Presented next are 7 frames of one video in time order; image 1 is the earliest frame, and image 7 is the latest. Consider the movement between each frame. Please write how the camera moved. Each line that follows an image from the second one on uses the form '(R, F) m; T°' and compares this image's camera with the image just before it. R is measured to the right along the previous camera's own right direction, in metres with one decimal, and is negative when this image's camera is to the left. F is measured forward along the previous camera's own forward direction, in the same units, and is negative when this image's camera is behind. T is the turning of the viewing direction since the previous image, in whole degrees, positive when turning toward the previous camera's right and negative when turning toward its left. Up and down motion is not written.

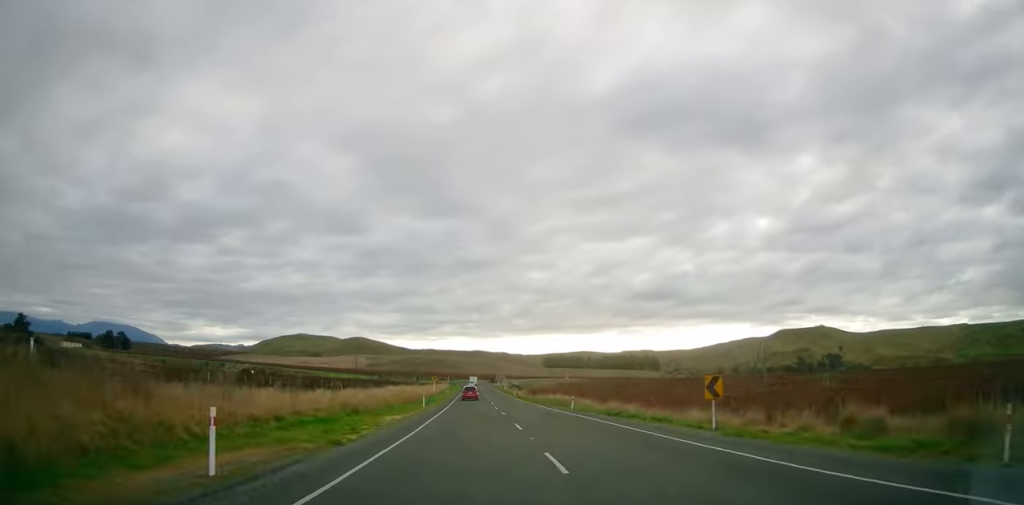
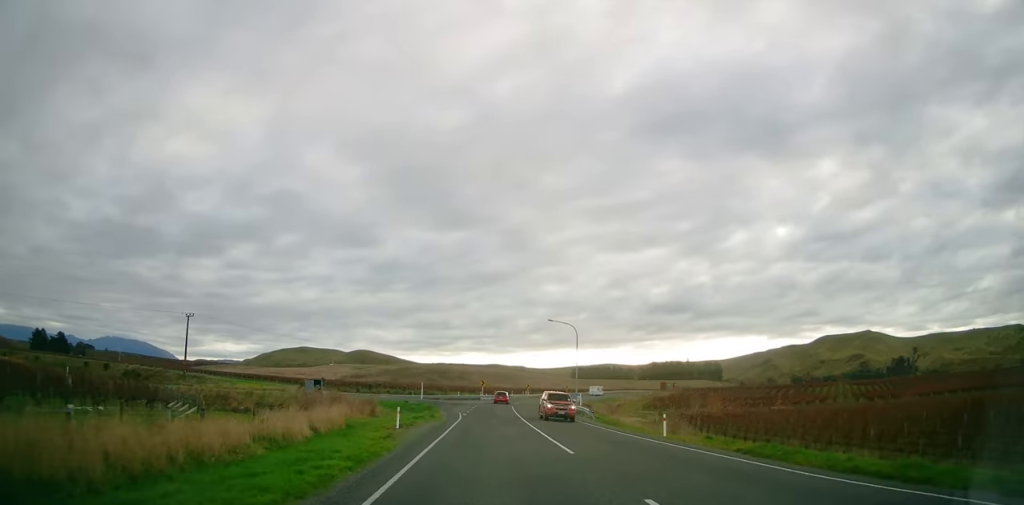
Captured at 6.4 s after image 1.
(-6.0, +135.5) m; +2°
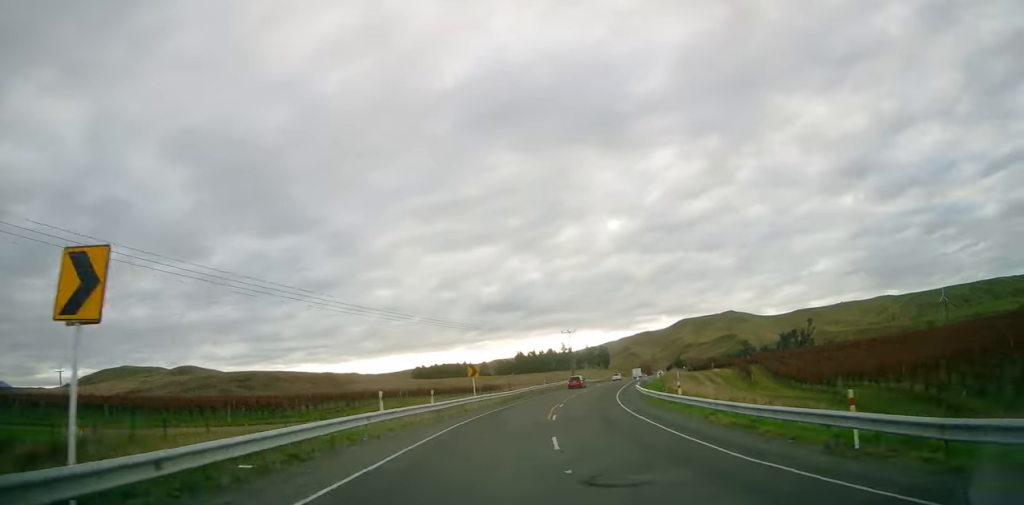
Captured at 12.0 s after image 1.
(+14.3, +114.1) m; +19°
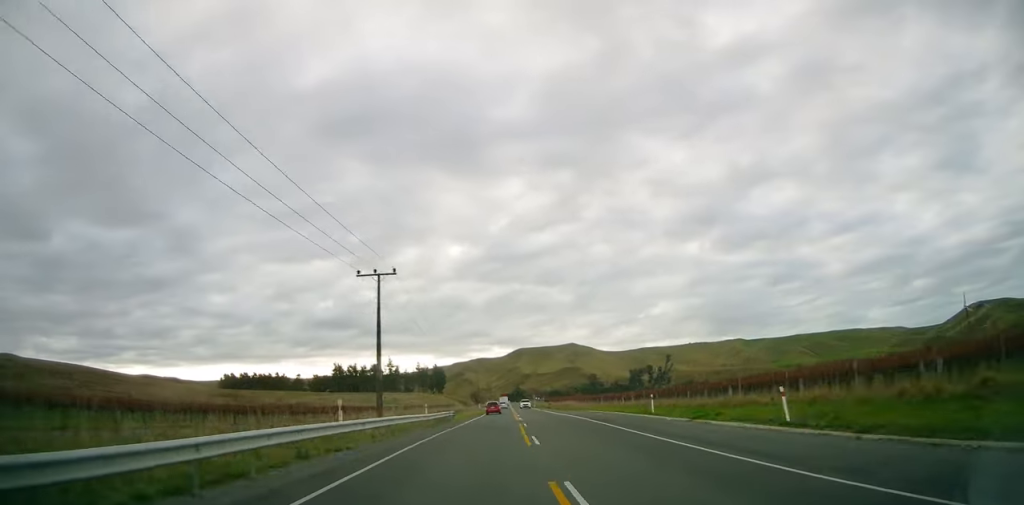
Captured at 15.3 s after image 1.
(+8.7, +66.8) m; +9°
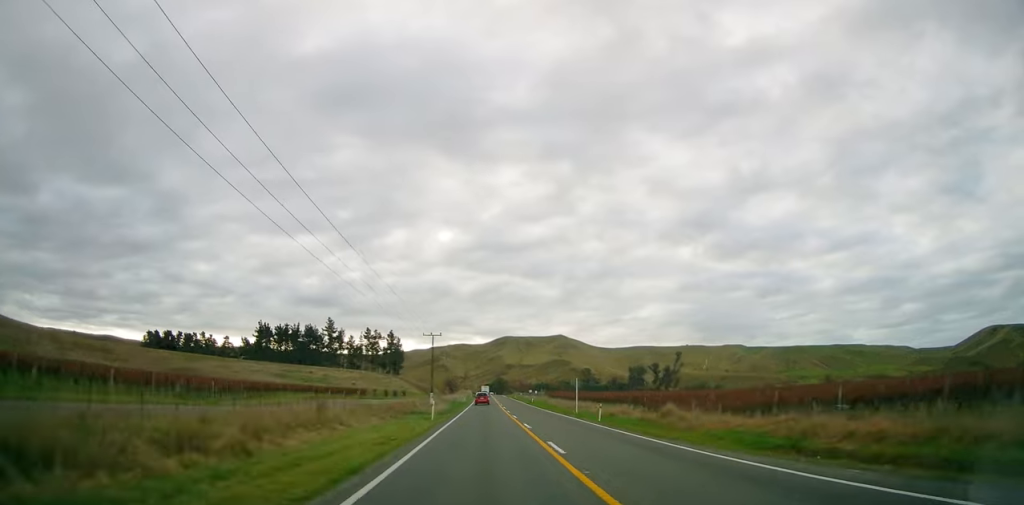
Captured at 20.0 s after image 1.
(+5.7, +94.4) m; +4°
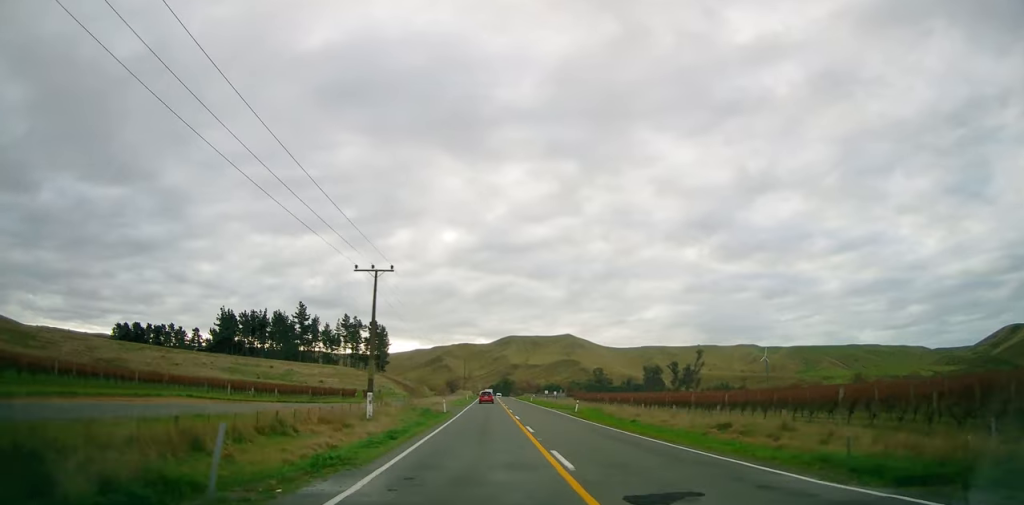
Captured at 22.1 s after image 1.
(0.0, +43.4) m; 0°
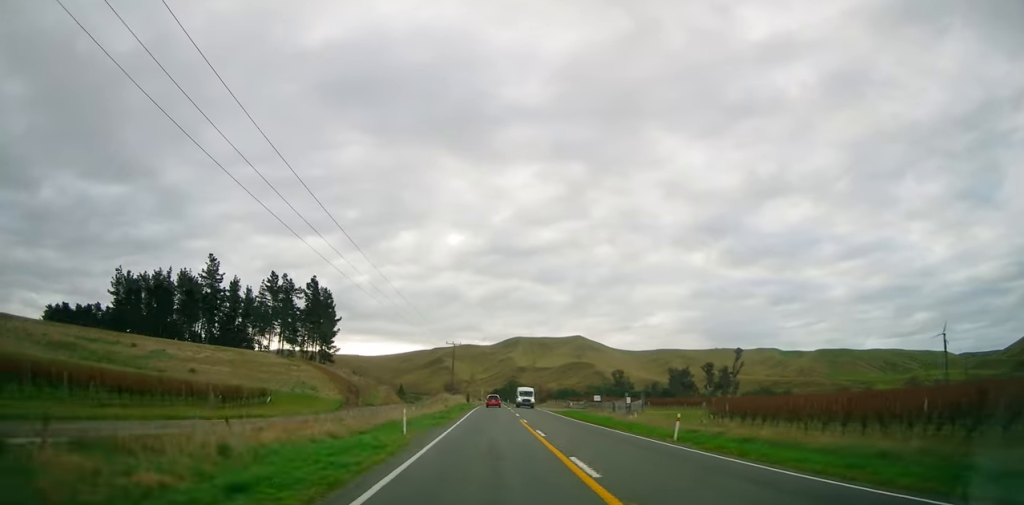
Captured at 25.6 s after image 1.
(0.0, +71.2) m; 0°
